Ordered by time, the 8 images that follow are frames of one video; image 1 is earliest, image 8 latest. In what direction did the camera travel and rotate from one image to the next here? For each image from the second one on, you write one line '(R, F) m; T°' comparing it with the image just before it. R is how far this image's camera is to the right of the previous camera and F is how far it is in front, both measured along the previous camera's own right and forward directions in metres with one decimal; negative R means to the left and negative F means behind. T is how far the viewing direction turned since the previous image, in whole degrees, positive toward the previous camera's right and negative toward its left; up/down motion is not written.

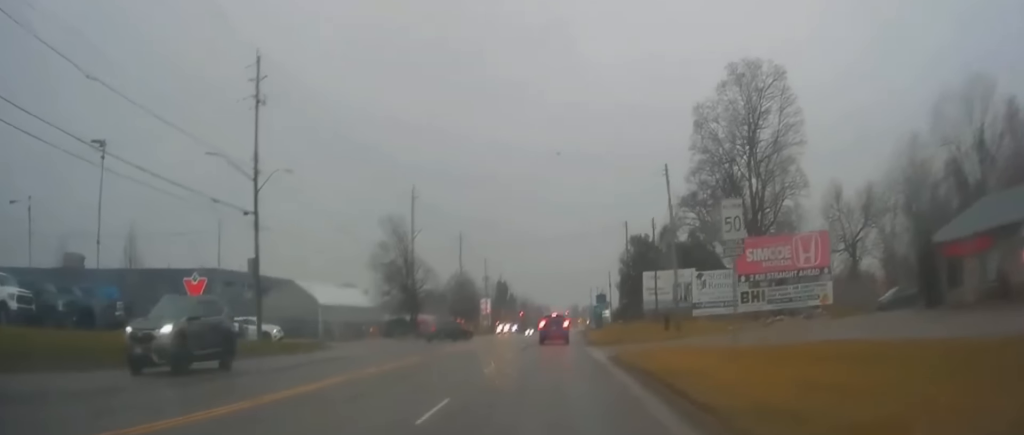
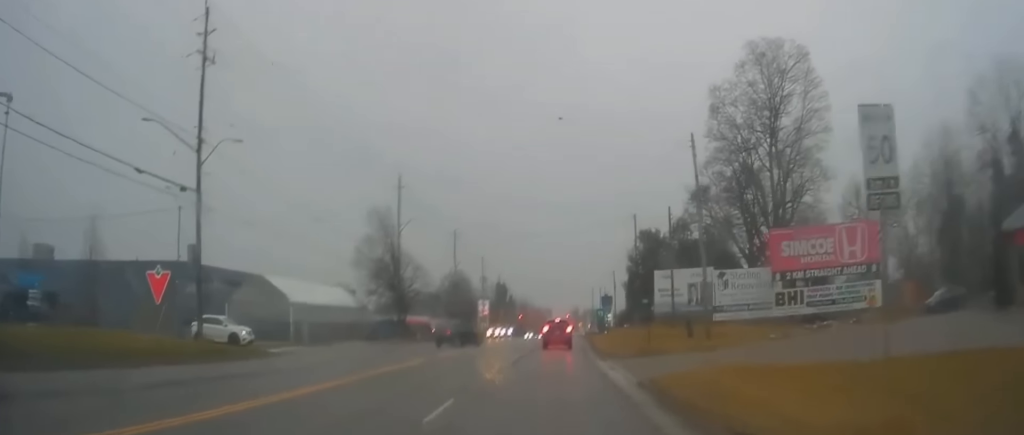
(0.0, +7.5) m; 0°
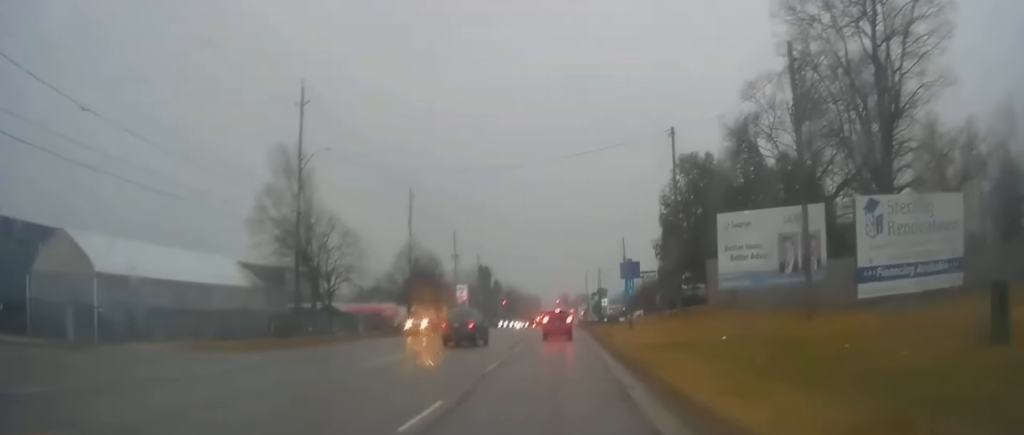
(0.0, +29.2) m; 0°
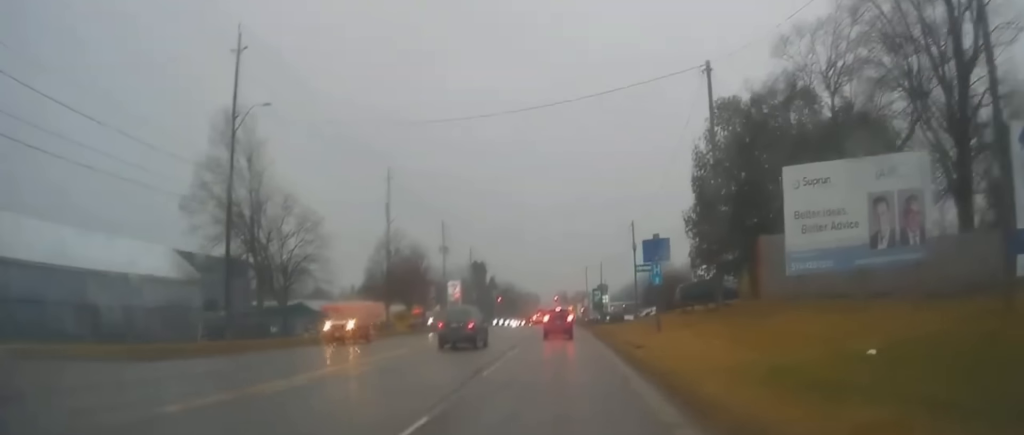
(0.0, +11.4) m; 0°
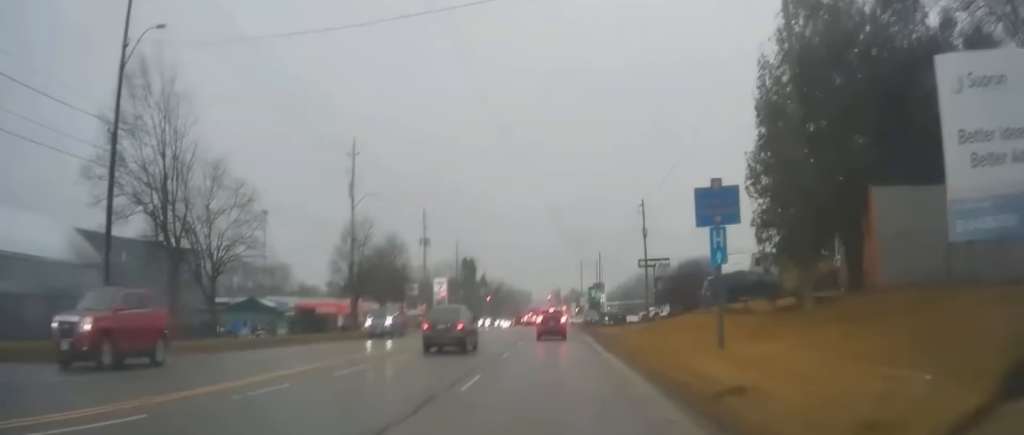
(0.0, +12.2) m; -1°
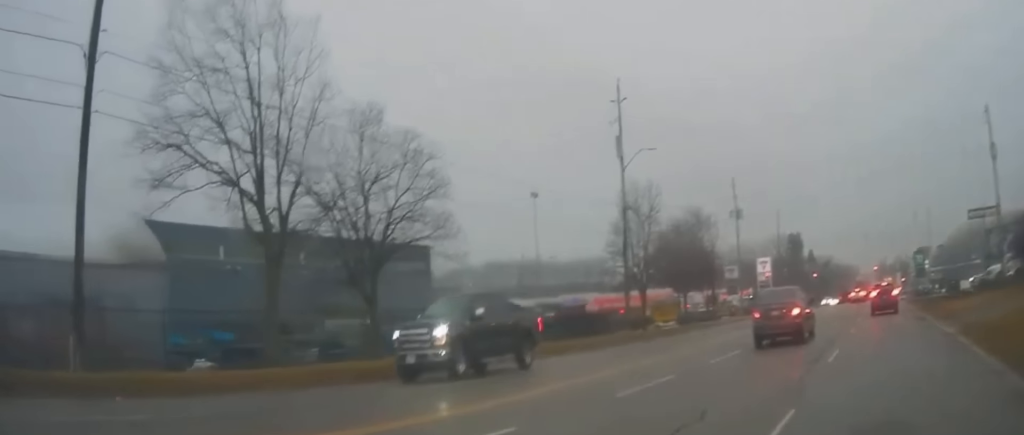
(-0.1, +17.5) m; 0°
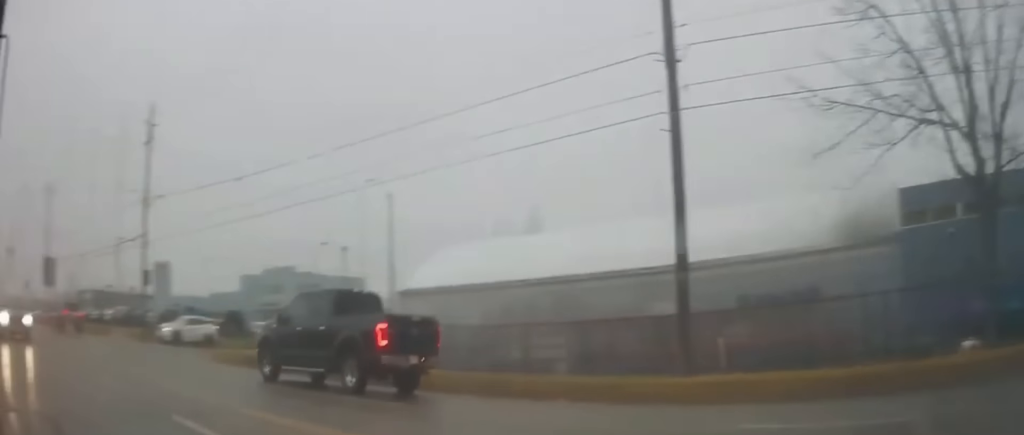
(+0.2, +15.4) m; 0°
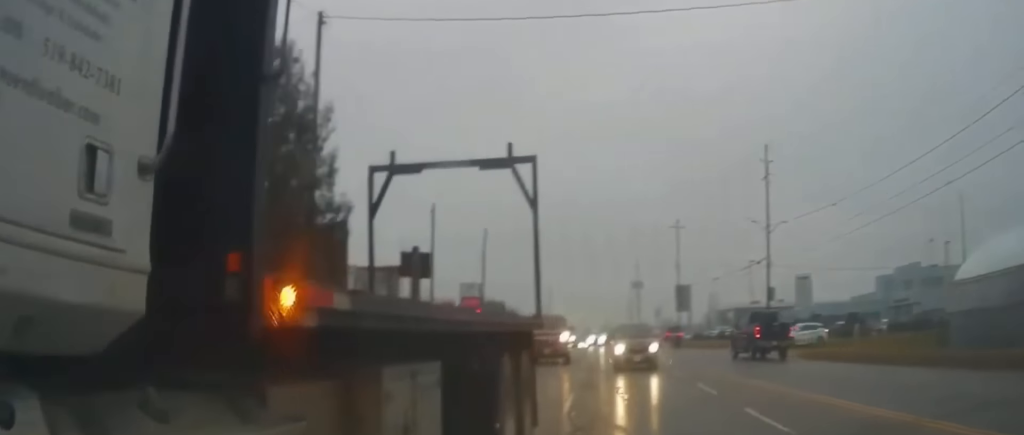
(-0.1, +10.3) m; -2°
